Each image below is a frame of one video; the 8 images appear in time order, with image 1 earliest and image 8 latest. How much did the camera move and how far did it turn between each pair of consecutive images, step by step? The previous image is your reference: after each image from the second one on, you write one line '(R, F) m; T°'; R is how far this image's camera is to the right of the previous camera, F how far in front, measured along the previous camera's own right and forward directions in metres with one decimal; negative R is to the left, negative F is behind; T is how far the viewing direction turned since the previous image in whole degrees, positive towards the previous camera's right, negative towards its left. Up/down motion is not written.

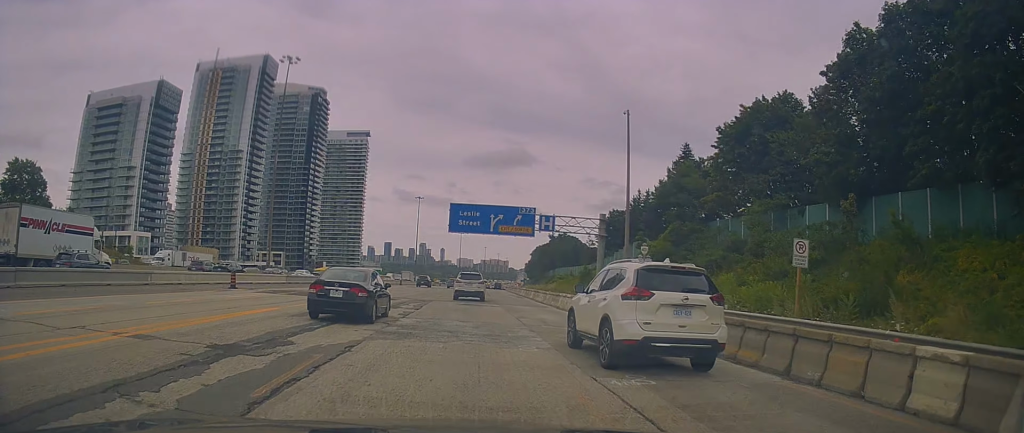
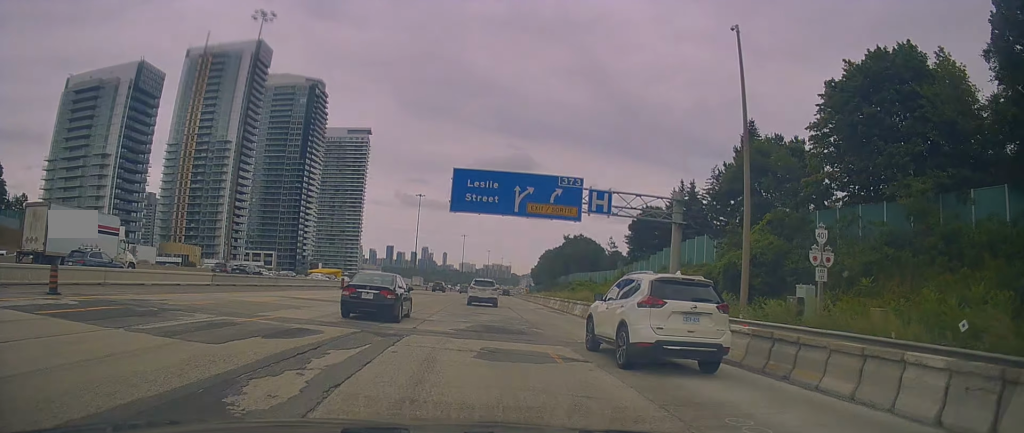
(+0.1, +18.1) m; +1°
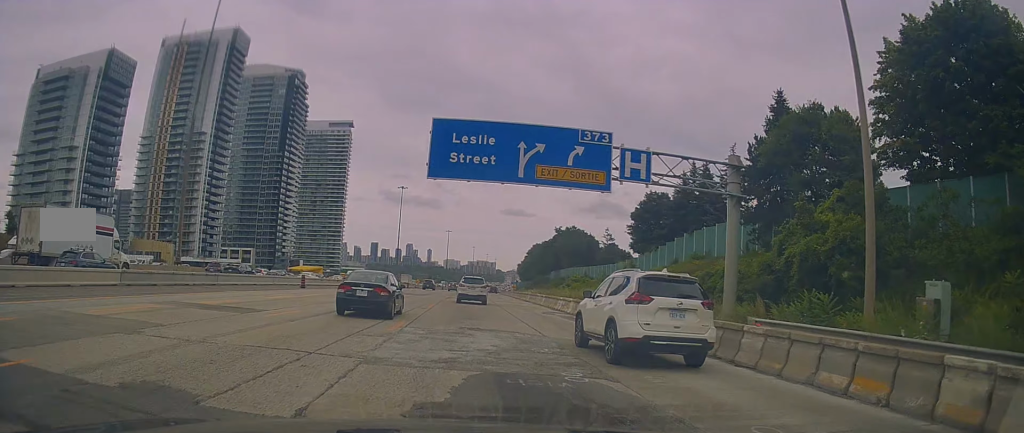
(+0.2, +9.8) m; -1°
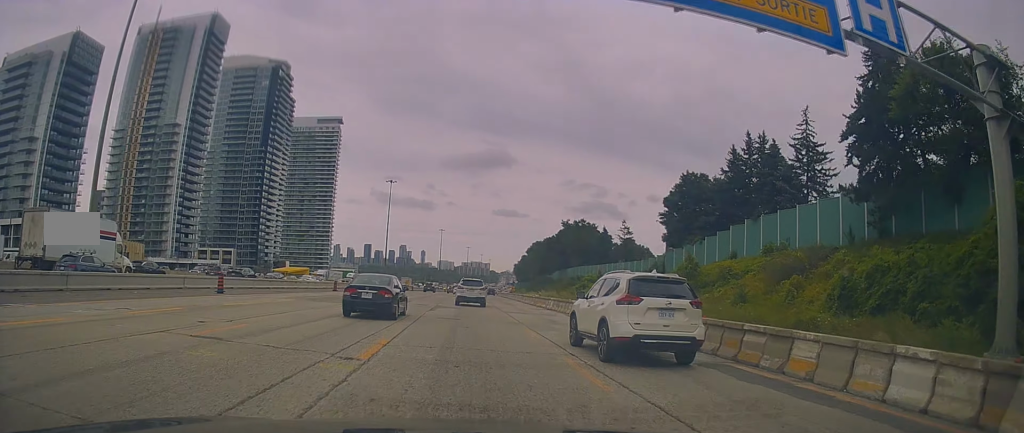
(-0.6, +16.1) m; +1°
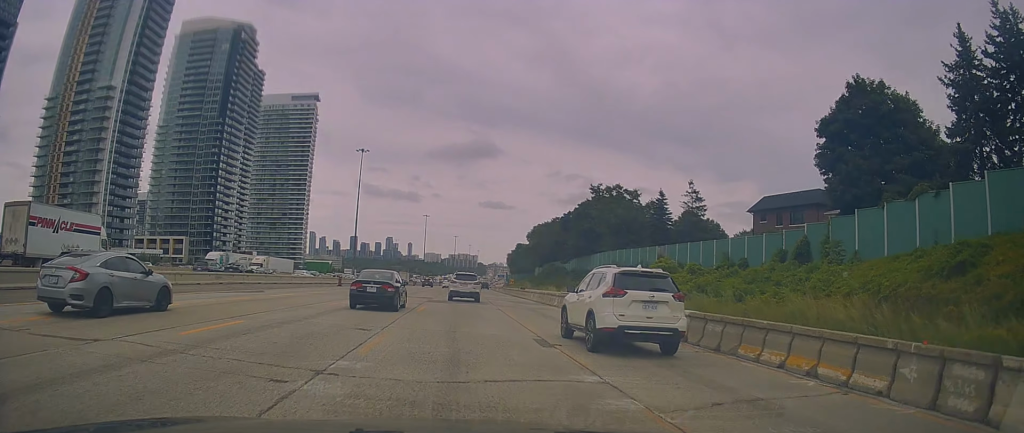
(+1.6, +35.8) m; +3°
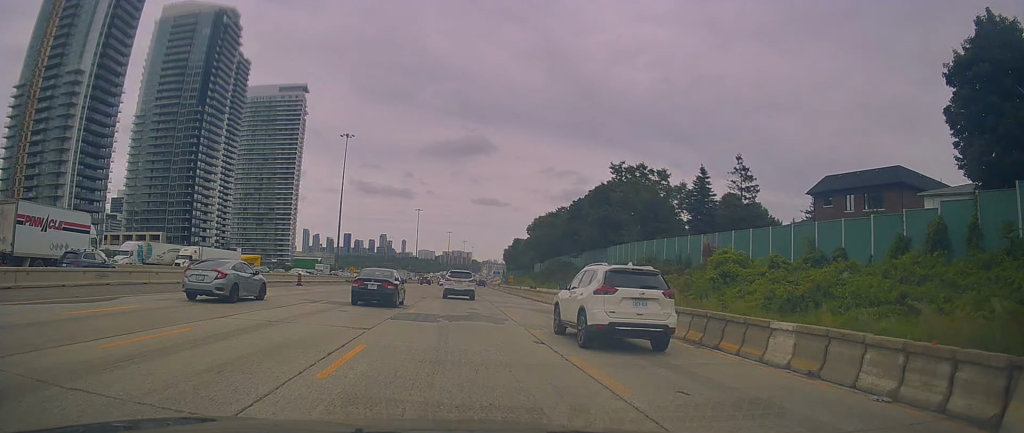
(+0.5, +14.8) m; +2°
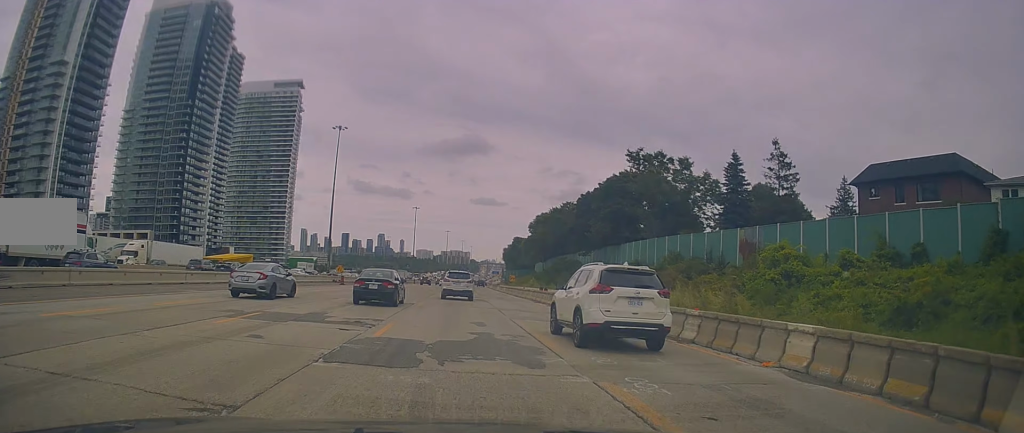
(+0.1, +7.9) m; -1°
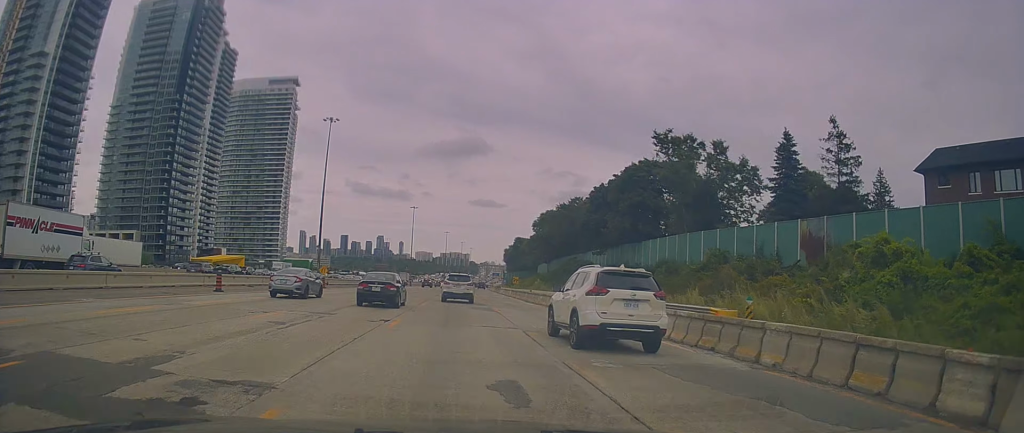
(-0.1, +9.4) m; -1°
